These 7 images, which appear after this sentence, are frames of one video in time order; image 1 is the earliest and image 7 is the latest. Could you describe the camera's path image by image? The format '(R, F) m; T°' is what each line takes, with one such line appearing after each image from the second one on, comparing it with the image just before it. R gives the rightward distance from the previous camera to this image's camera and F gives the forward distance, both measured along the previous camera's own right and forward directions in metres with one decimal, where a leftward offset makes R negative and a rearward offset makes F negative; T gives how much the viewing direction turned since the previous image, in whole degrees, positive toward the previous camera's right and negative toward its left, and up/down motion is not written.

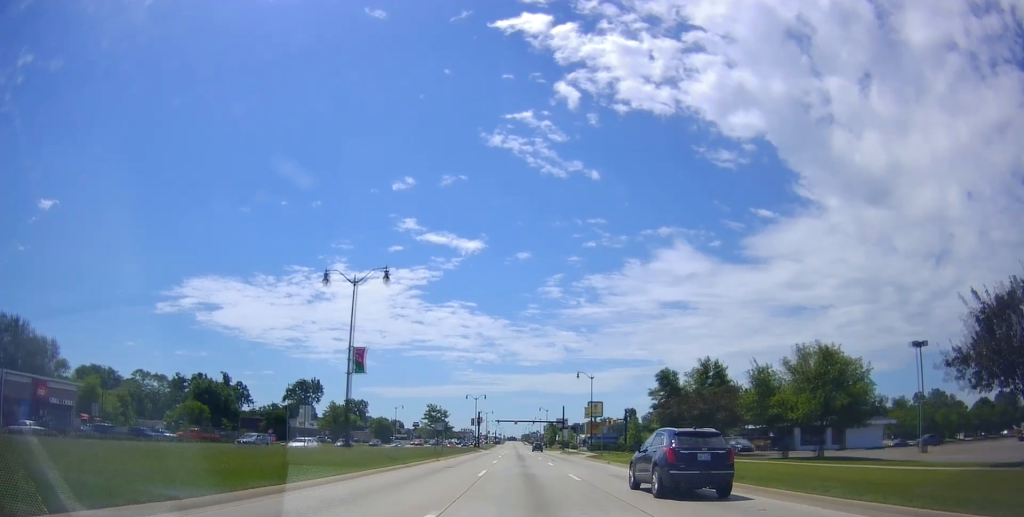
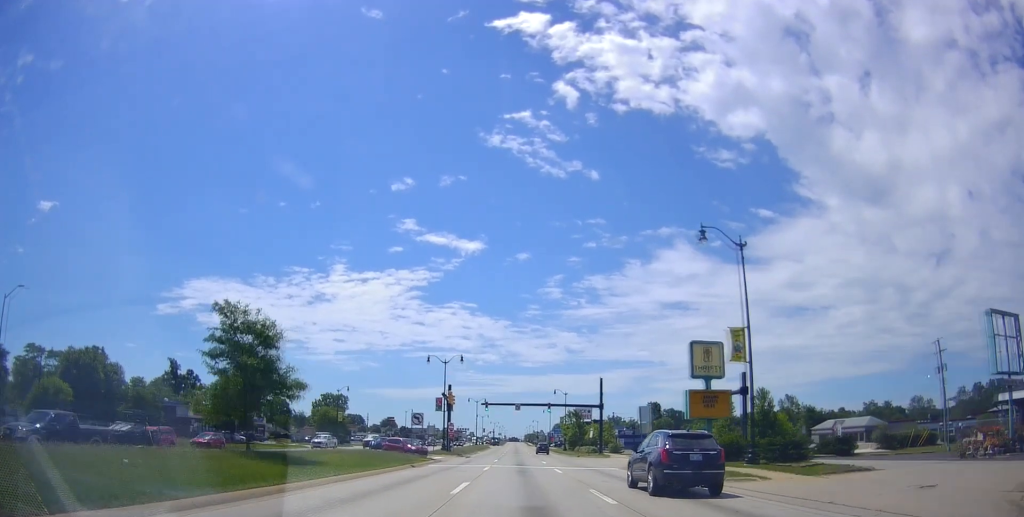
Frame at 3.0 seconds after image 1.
(-0.8, +56.0) m; -2°
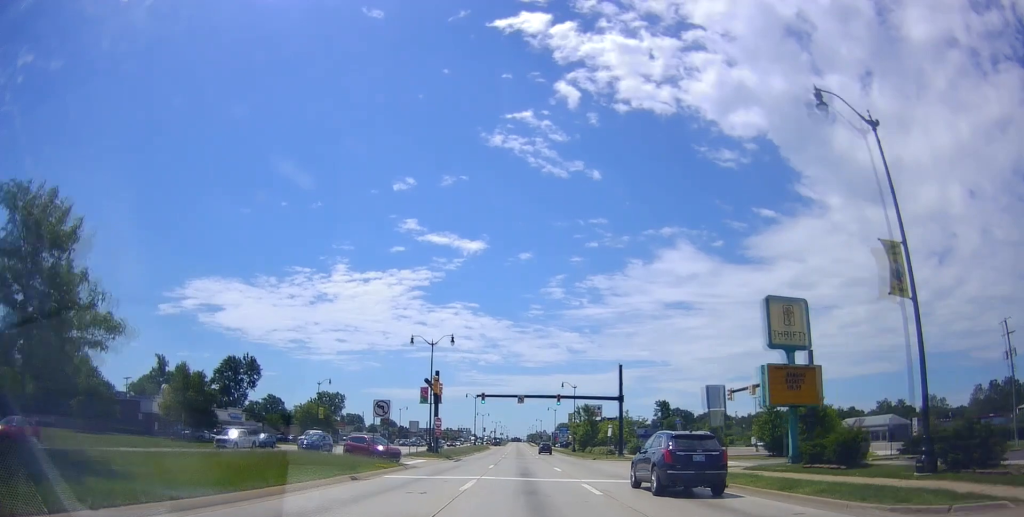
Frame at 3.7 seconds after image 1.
(+0.5, +12.6) m; 0°
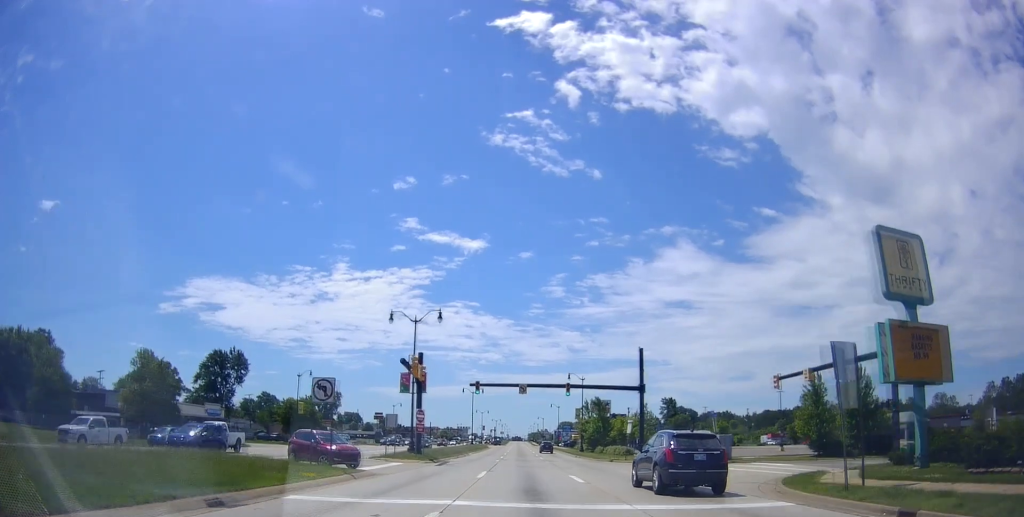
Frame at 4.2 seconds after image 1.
(-0.3, +9.9) m; 0°
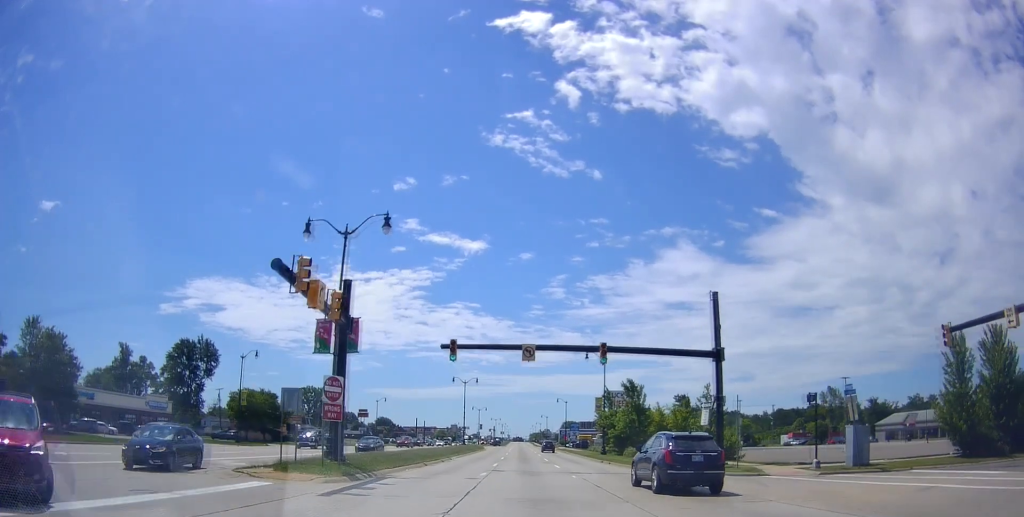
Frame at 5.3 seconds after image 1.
(0.0, +19.8) m; +1°
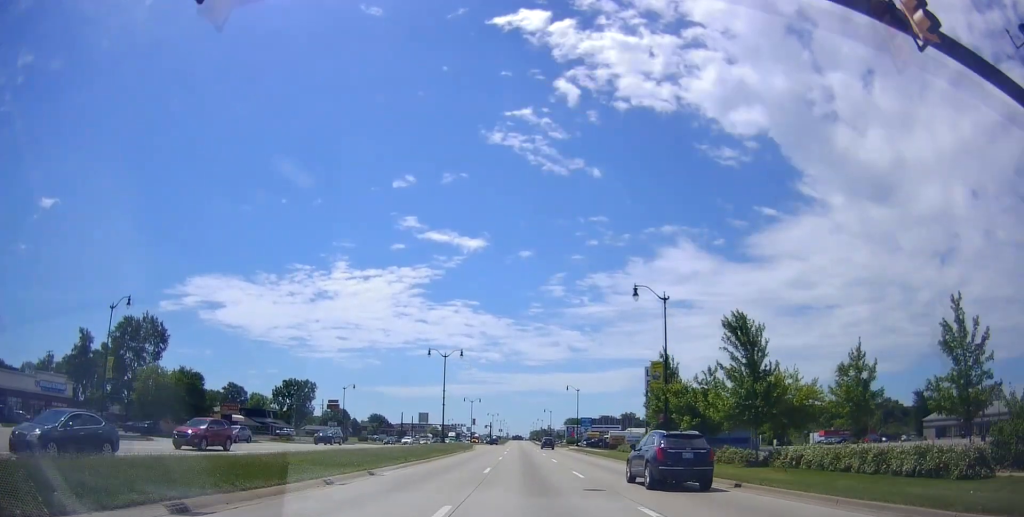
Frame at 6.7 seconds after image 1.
(+0.6, +26.2) m; +1°
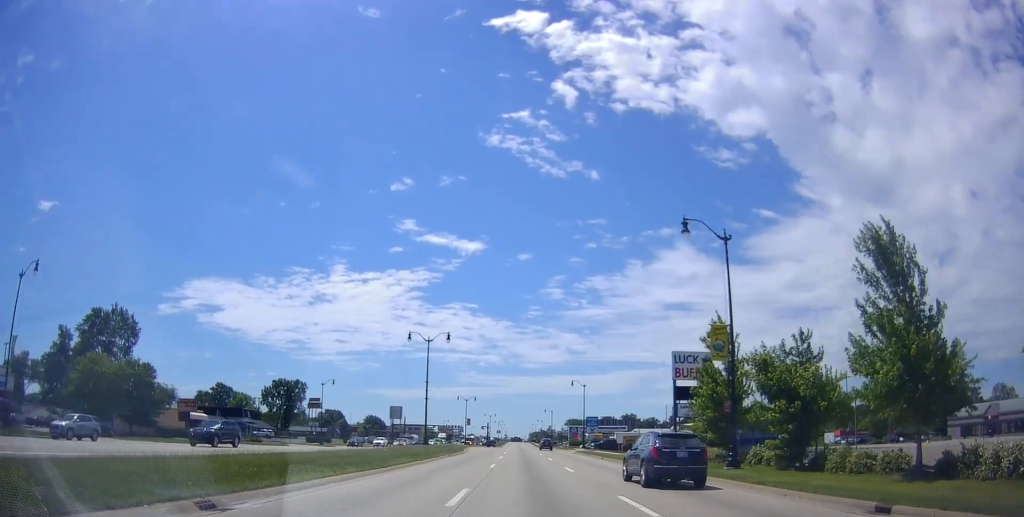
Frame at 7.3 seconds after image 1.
(0.0, +12.0) m; -1°
